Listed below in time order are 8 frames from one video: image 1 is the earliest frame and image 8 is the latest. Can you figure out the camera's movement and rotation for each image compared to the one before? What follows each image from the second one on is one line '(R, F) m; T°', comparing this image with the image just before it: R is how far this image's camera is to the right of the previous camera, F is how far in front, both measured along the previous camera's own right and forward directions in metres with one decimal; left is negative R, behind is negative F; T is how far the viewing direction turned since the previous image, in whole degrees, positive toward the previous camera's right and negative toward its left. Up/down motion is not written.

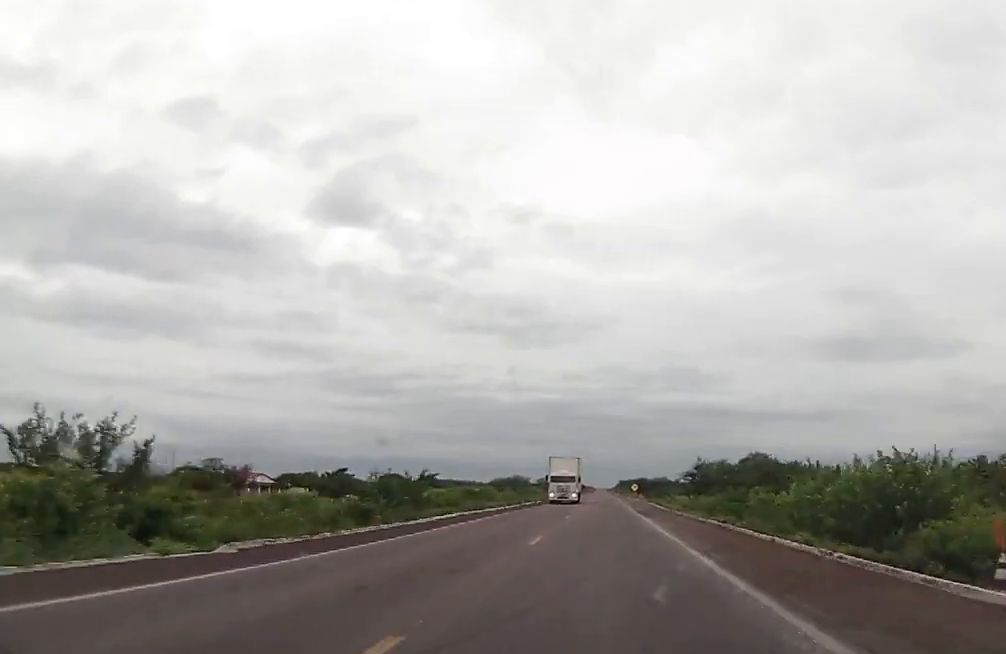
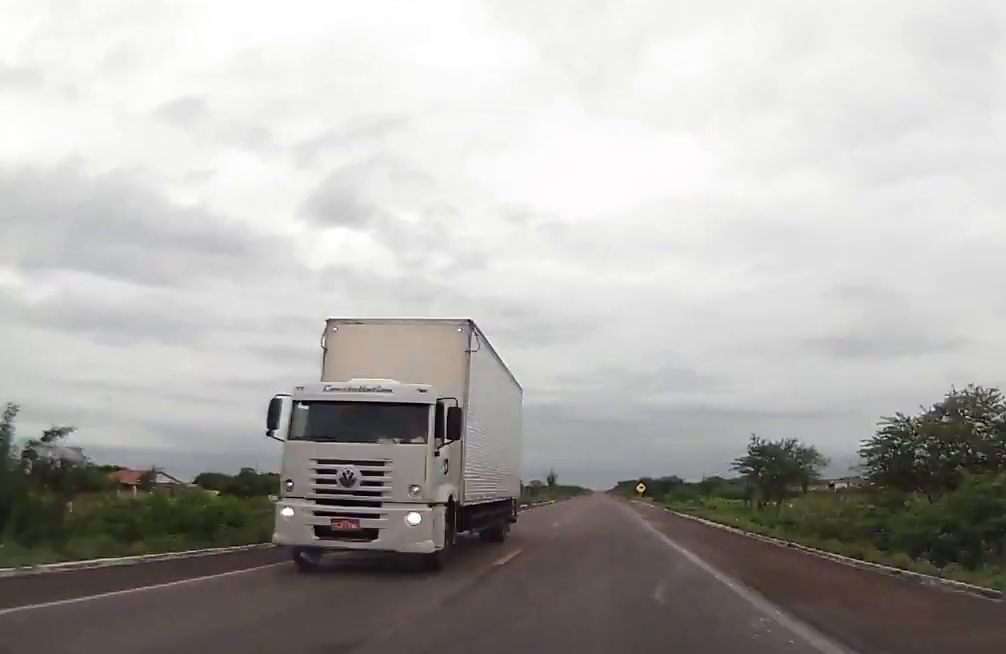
(+0.3, +36.4) m; +1°
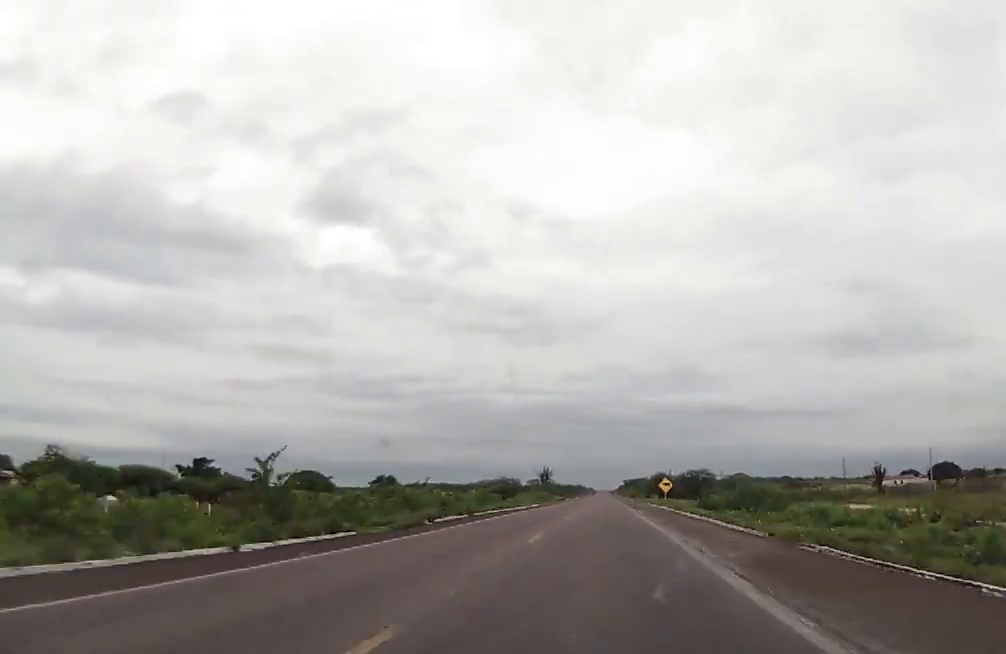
(+0.3, +42.7) m; 0°
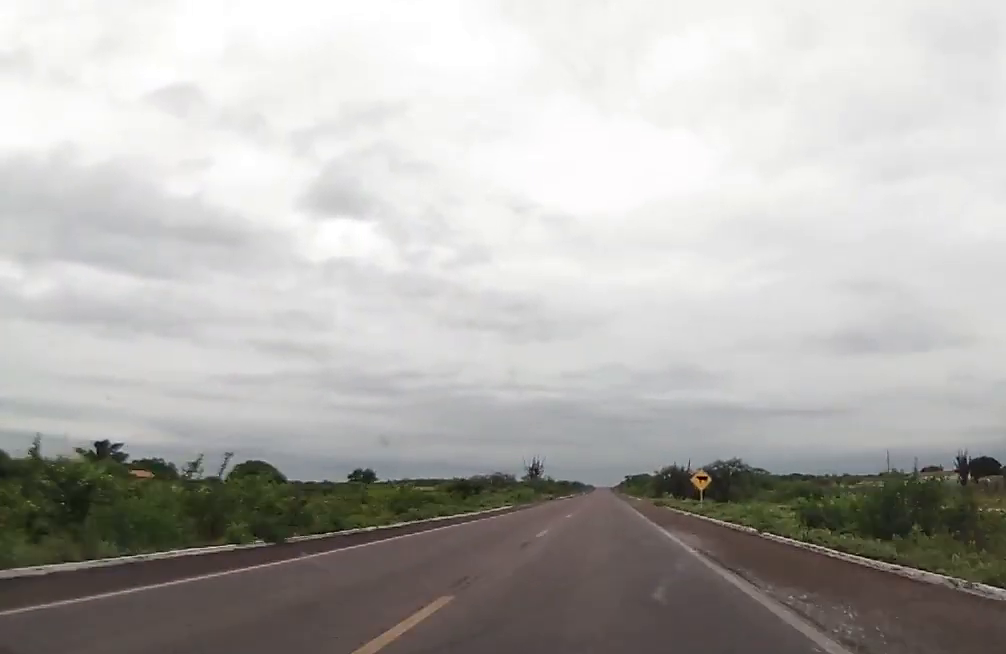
(-0.3, +30.0) m; -1°
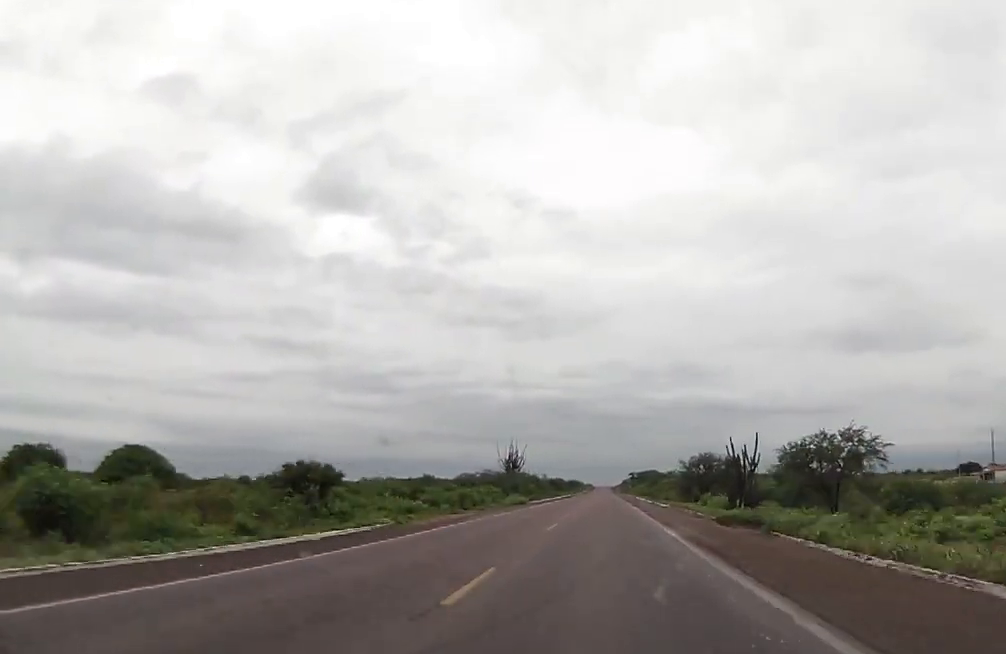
(-0.4, +44.7) m; 0°
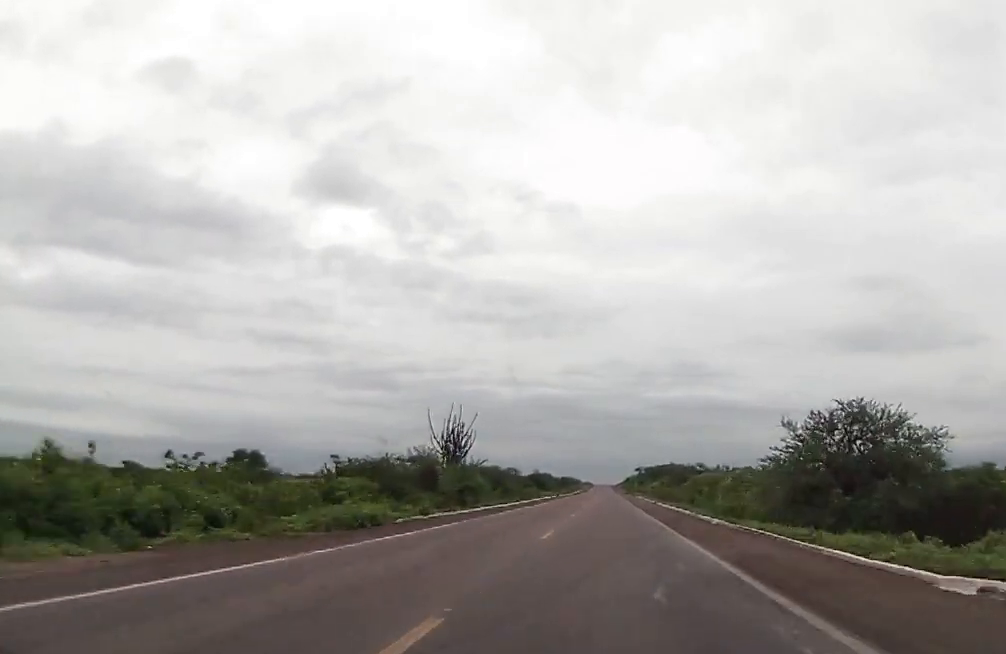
(+0.6, +53.4) m; +1°
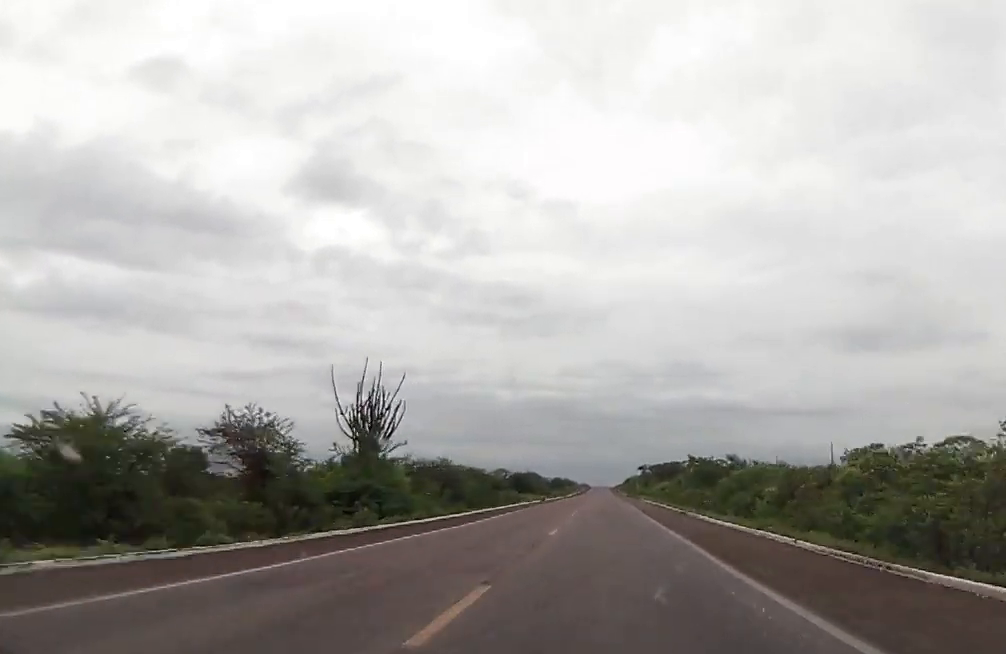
(0.0, +29.3) m; 0°
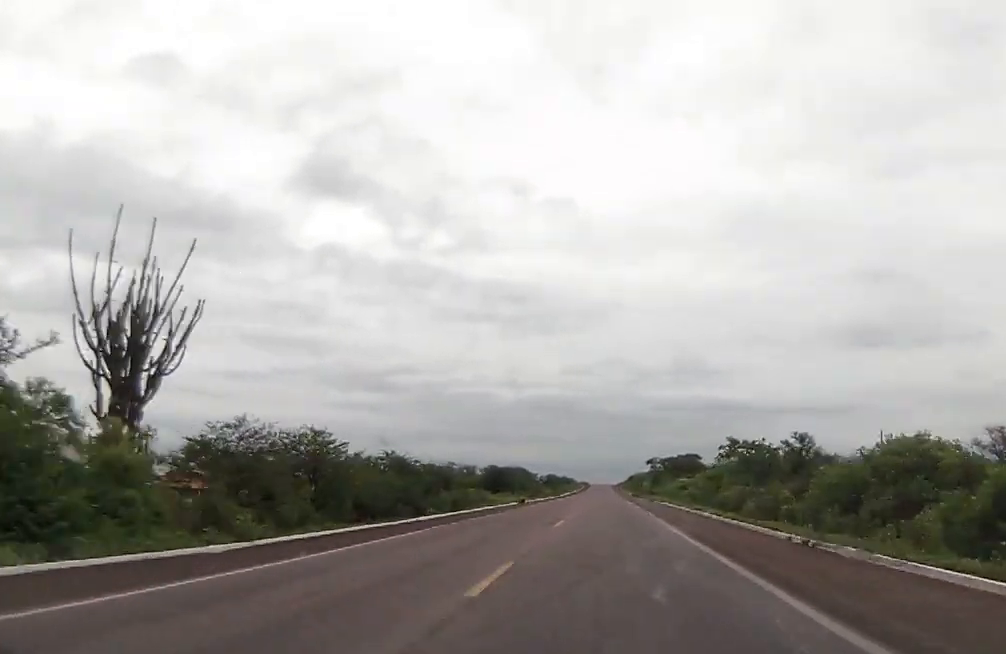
(-0.1, +29.4) m; 0°
